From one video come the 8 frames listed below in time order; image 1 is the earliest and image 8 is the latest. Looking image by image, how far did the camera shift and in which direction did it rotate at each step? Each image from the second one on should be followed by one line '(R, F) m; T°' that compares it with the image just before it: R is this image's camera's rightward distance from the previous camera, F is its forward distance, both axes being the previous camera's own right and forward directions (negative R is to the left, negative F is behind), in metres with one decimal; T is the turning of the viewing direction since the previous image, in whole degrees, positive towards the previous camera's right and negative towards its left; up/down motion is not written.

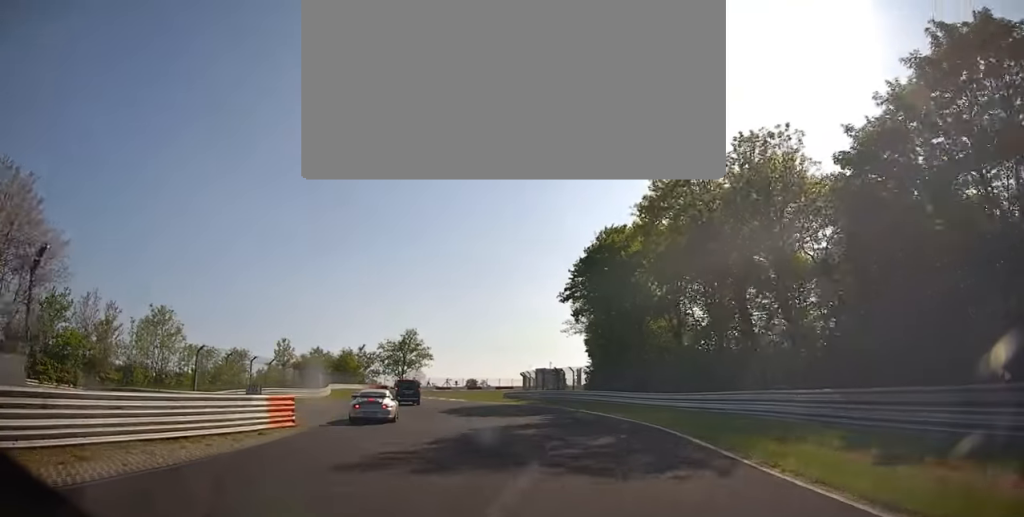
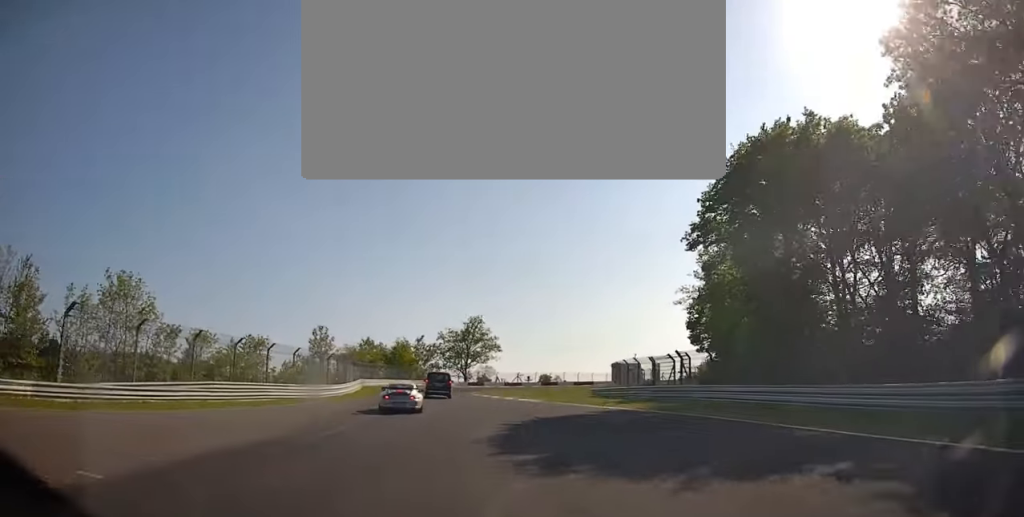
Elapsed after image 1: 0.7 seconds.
(-1.2, +17.1) m; -5°
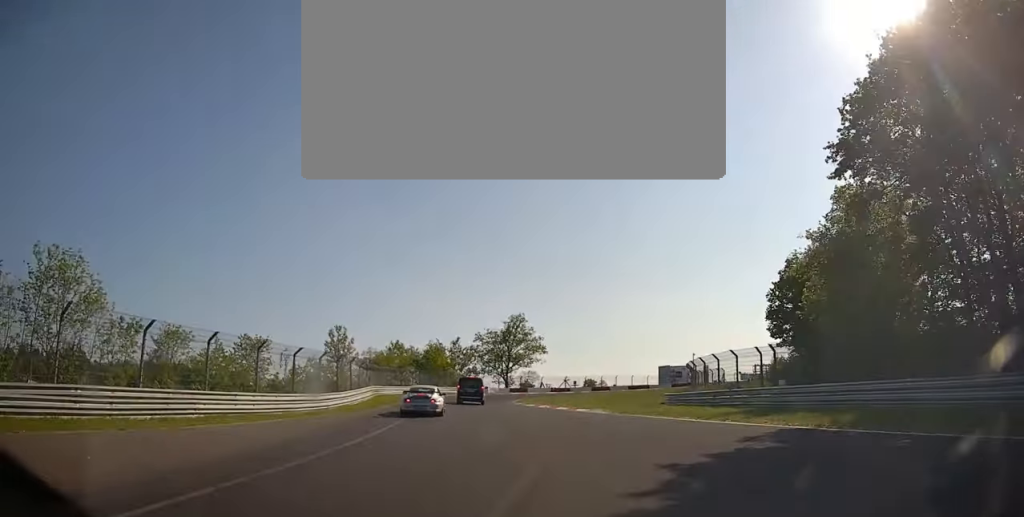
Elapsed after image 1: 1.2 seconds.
(-0.3, +11.6) m; -3°
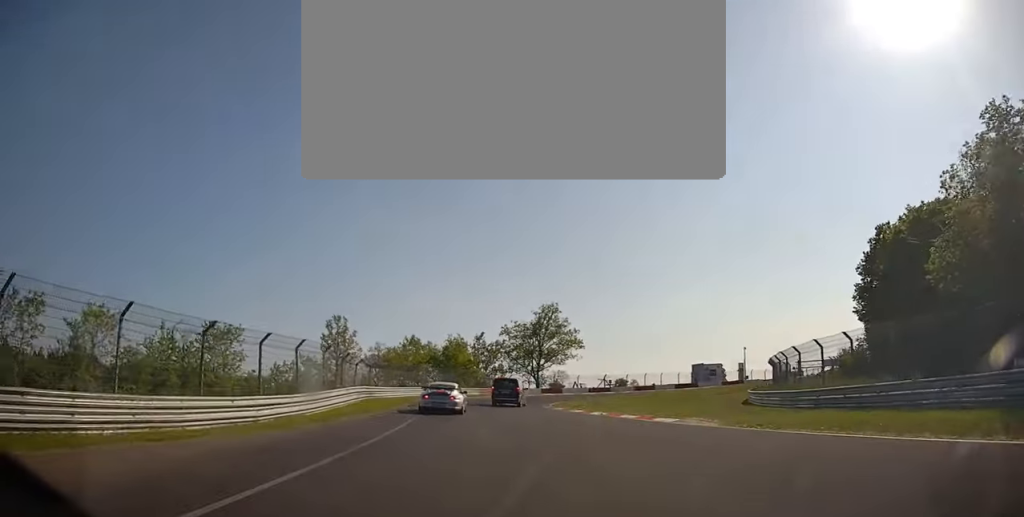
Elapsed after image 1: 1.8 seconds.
(-0.5, +12.0) m; -3°
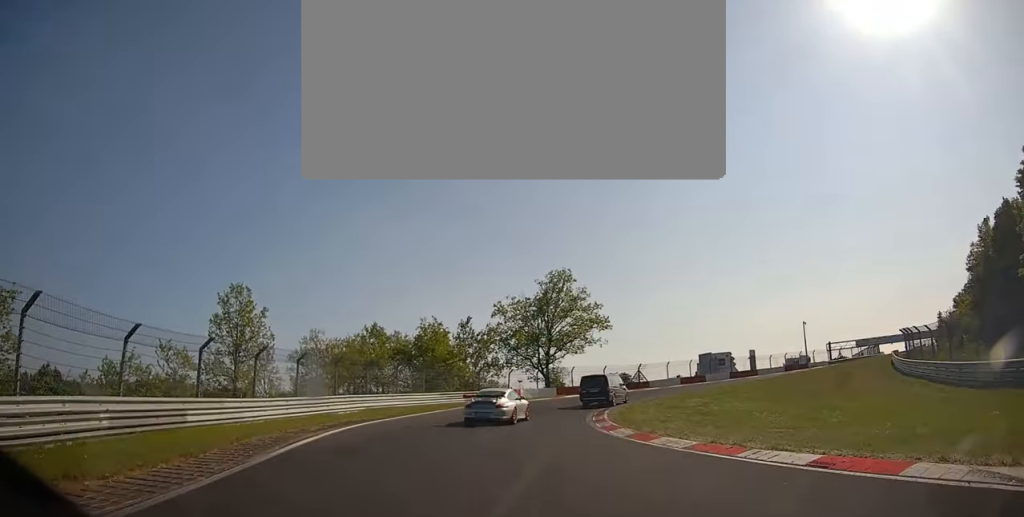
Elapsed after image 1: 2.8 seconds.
(-0.8, +23.4) m; 0°
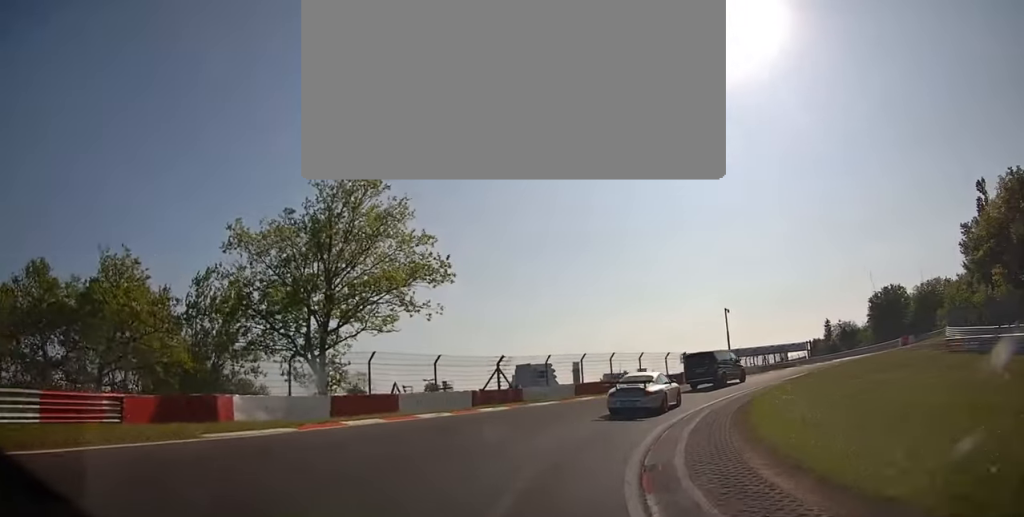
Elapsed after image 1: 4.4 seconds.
(+5.5, +28.7) m; +31°
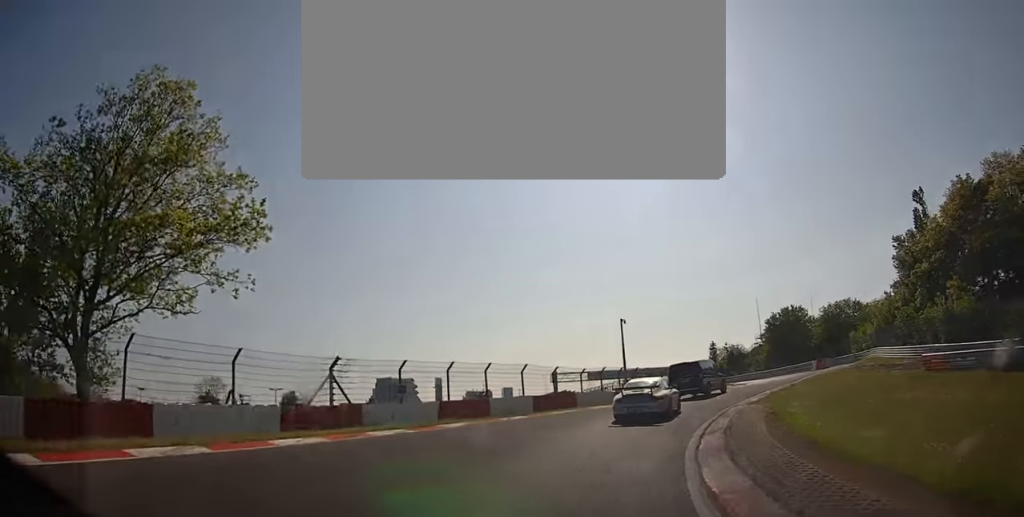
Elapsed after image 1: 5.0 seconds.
(+0.9, +9.5) m; +15°
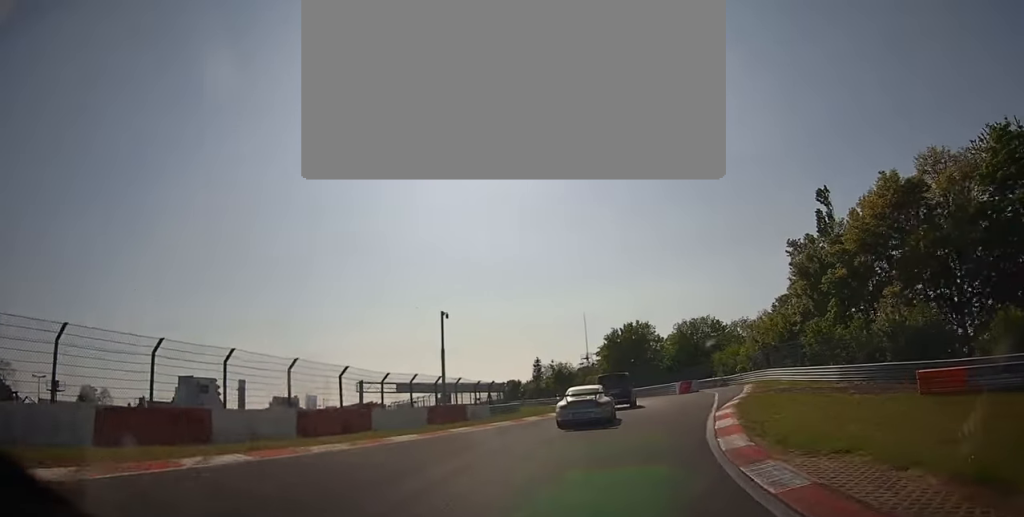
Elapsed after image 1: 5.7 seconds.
(+2.4, +12.3) m; +12°
